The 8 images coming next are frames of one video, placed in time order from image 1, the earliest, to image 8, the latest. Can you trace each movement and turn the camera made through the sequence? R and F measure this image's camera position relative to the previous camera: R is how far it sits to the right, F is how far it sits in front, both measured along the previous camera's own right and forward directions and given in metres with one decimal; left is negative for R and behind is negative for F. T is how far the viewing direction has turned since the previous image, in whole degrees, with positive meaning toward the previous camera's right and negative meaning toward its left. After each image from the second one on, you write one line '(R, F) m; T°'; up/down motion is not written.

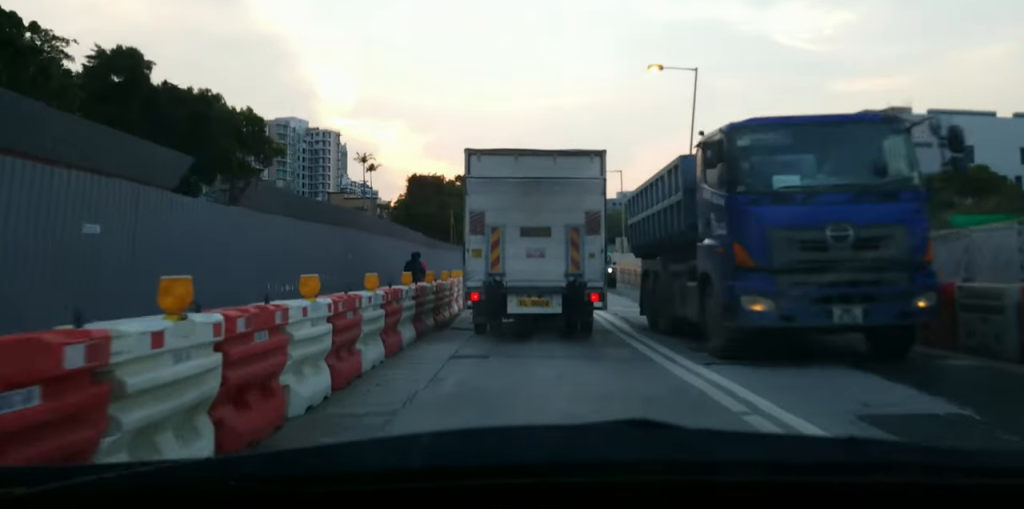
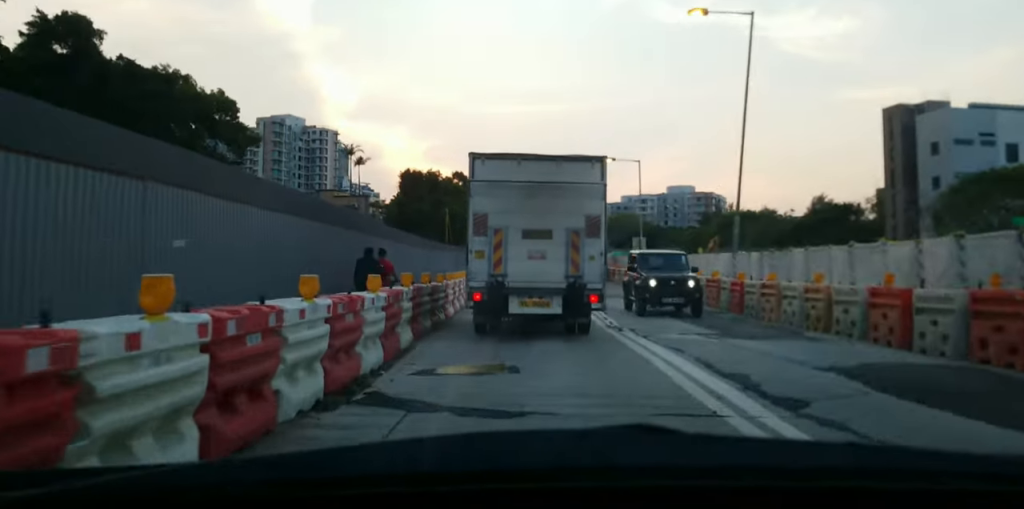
(+0.4, +8.6) m; +3°
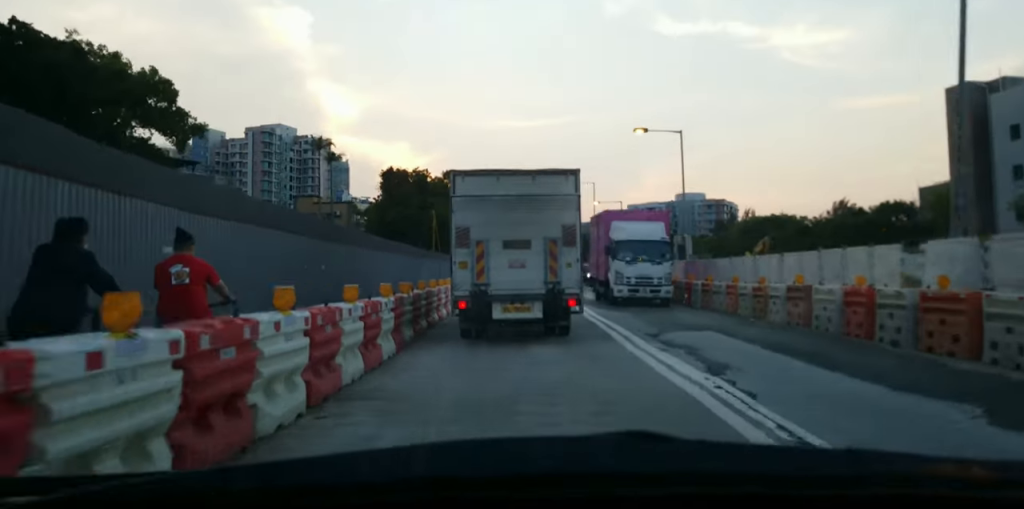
(+0.2, +14.3) m; +1°
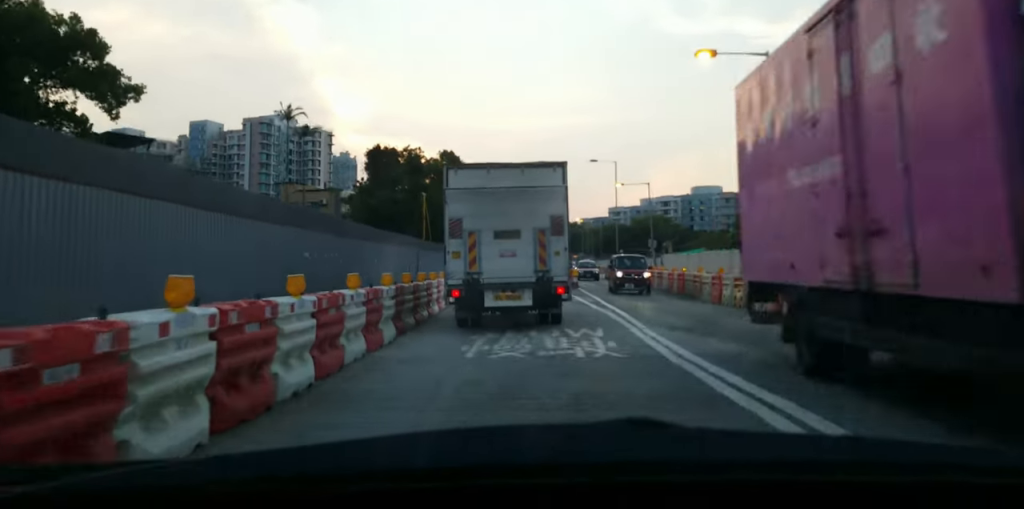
(0.0, +12.3) m; 0°
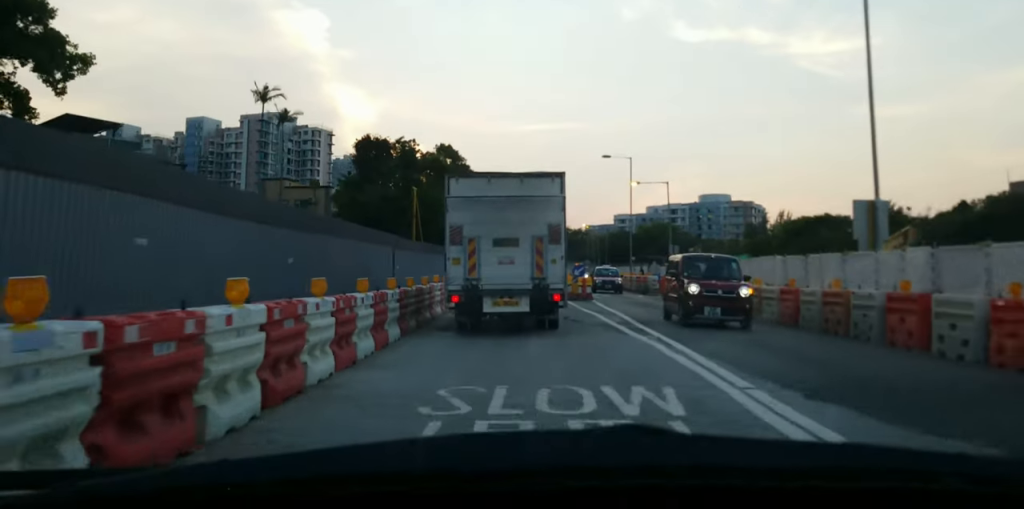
(0.0, +6.4) m; -1°
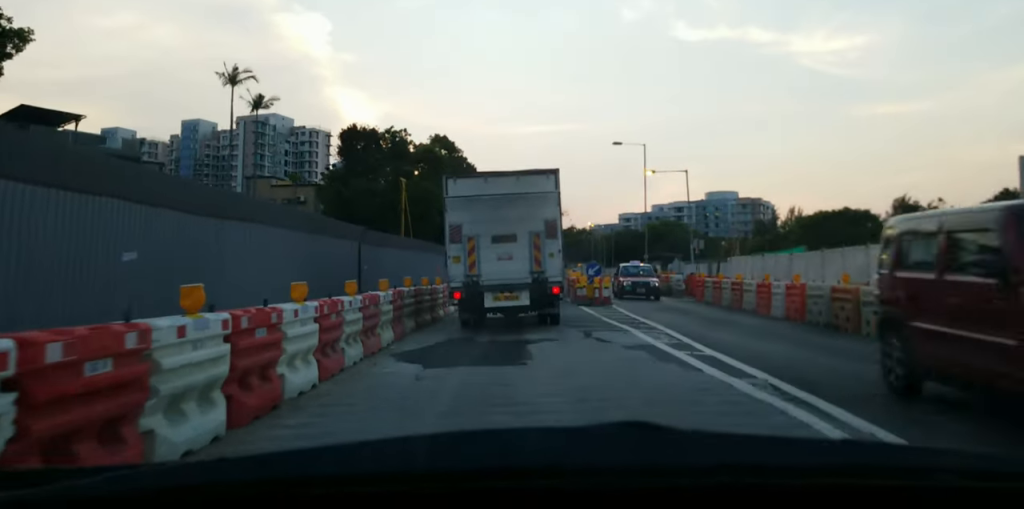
(+0.1, +5.6) m; -2°
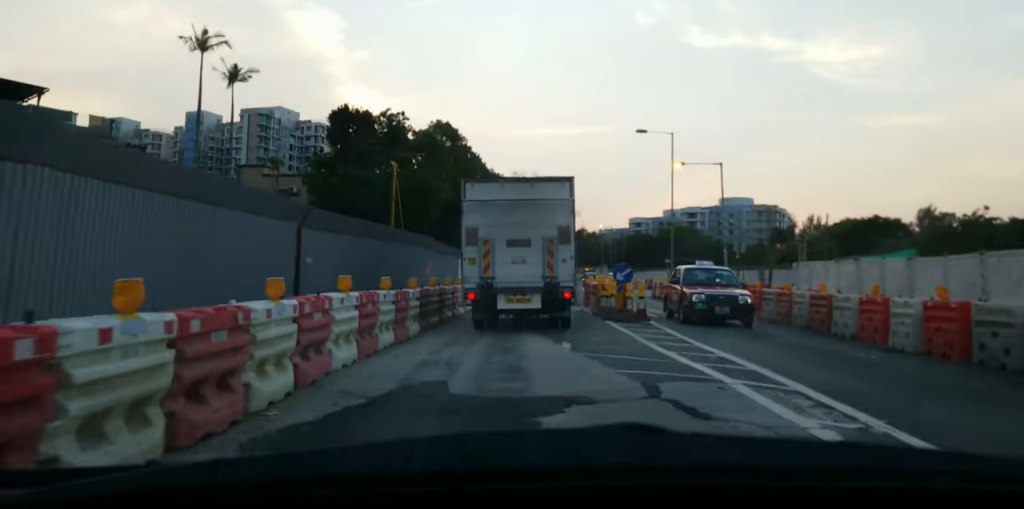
(-0.3, +6.1) m; 0°
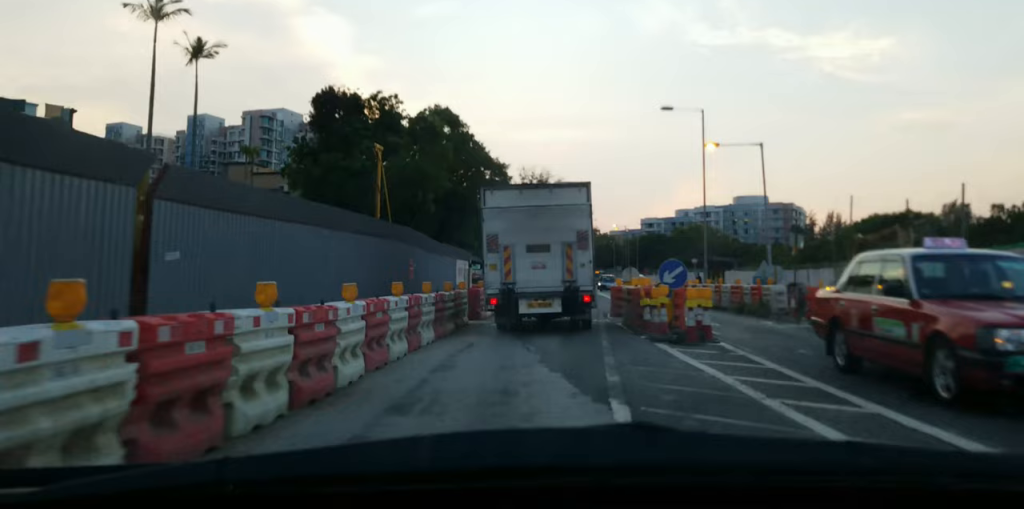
(-0.1, +5.9) m; 0°
